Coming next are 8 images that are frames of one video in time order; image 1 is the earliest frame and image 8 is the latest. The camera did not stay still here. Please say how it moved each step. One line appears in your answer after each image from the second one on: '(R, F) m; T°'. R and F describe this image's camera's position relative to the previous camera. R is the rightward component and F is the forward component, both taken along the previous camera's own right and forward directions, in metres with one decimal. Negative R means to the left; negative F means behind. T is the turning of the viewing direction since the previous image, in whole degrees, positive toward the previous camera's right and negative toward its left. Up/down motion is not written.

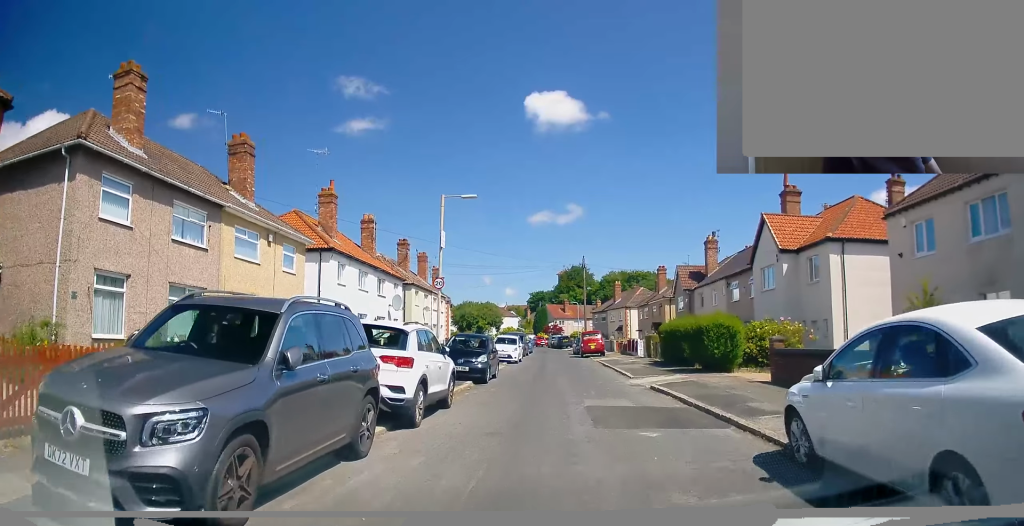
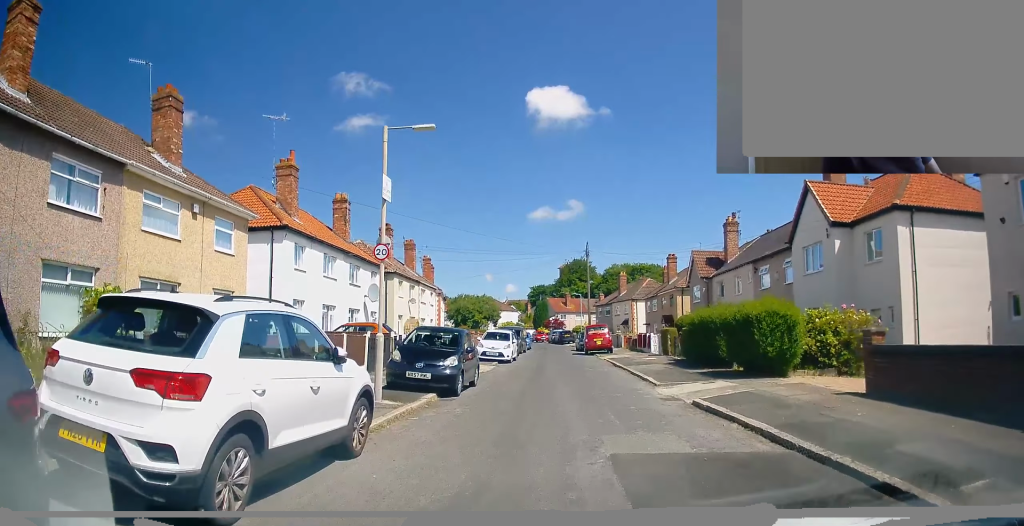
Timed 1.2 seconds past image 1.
(0.0, +5.1) m; -3°
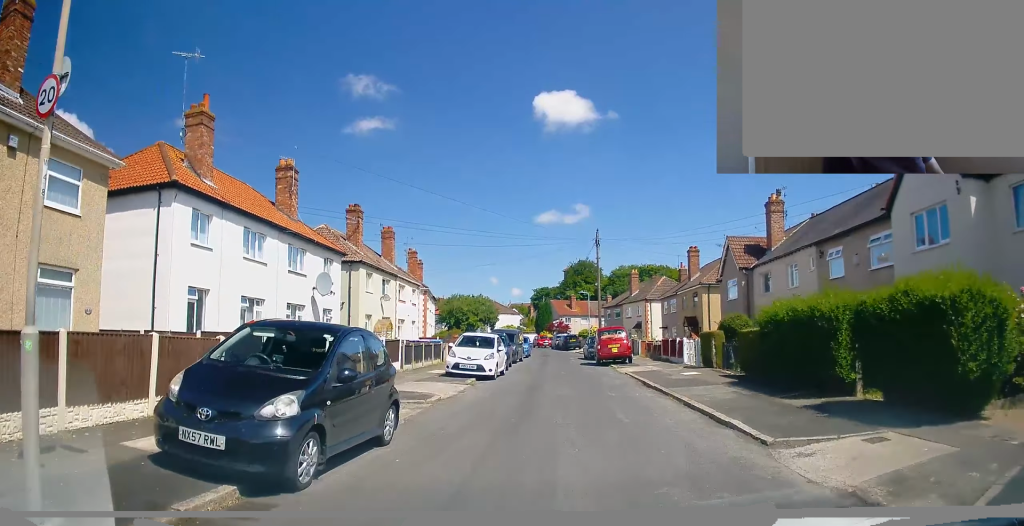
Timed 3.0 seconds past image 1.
(-0.4, +8.0) m; -1°
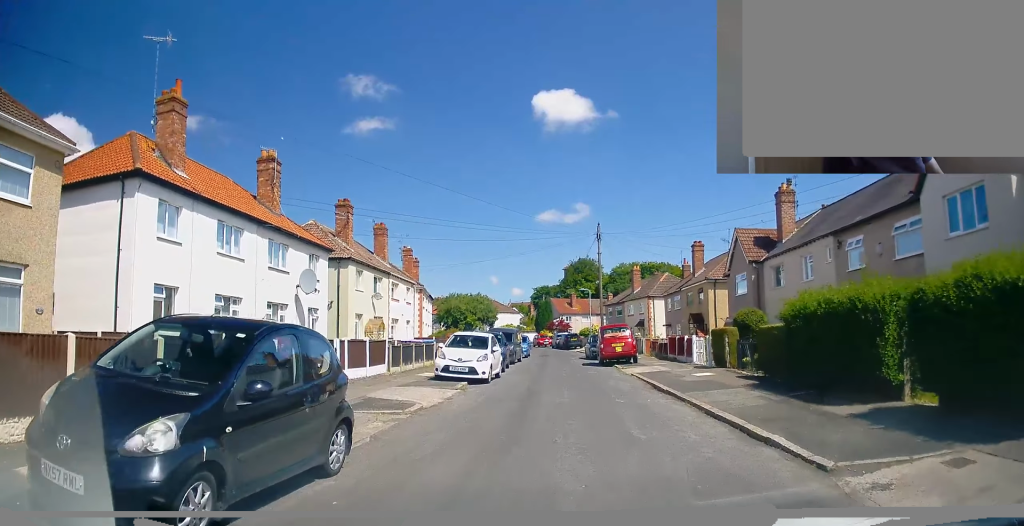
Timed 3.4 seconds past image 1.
(0.0, +1.8) m; +1°
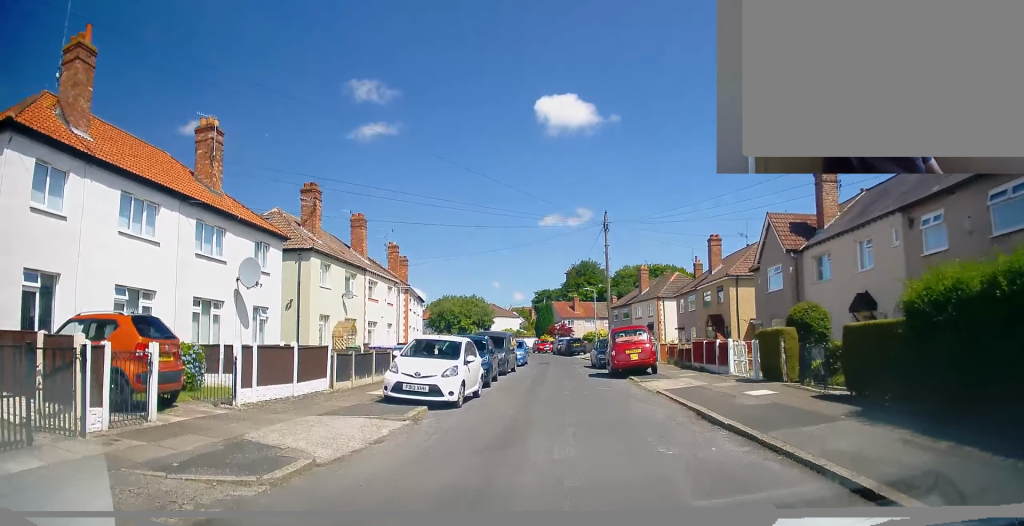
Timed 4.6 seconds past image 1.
(+0.1, +4.9) m; 0°
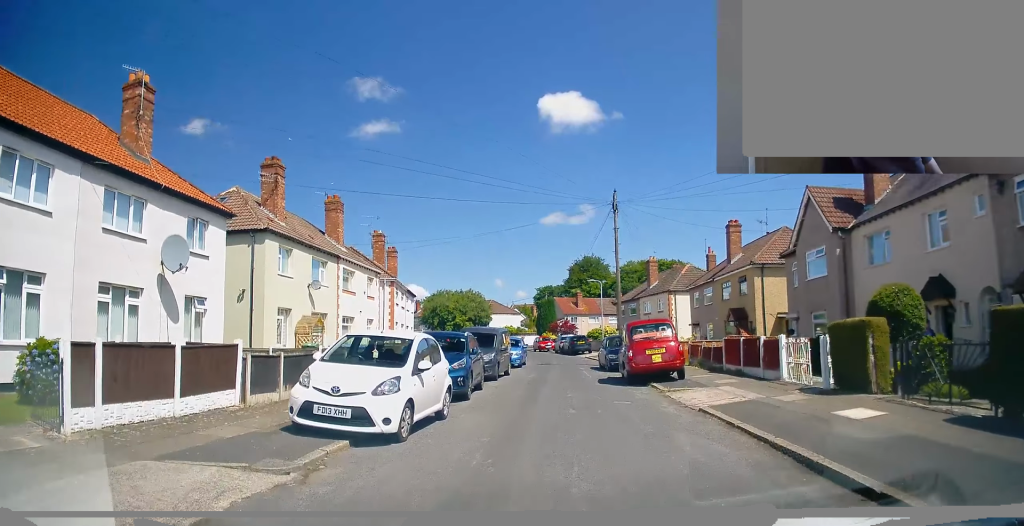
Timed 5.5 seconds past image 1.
(-0.1, +4.4) m; 0°
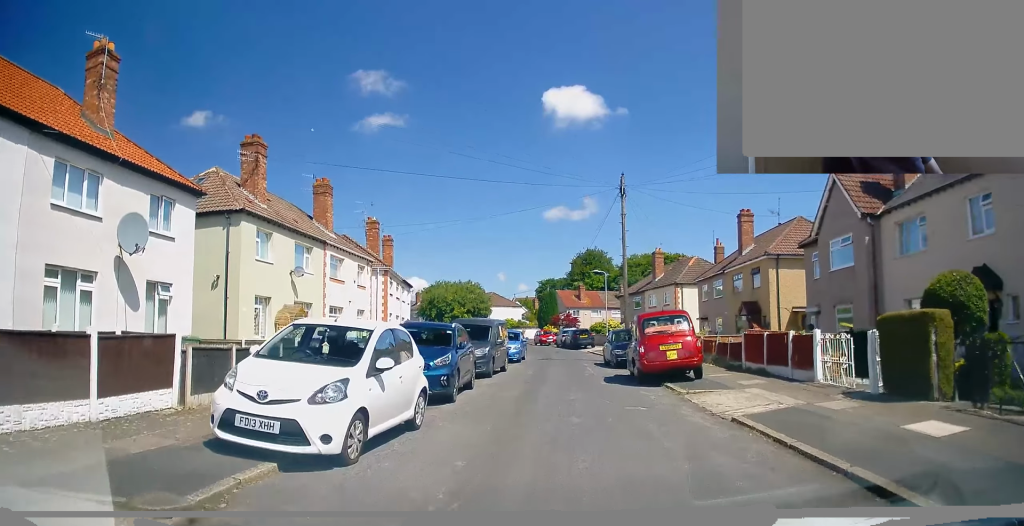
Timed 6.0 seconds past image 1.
(+0.1, +2.0) m; 0°
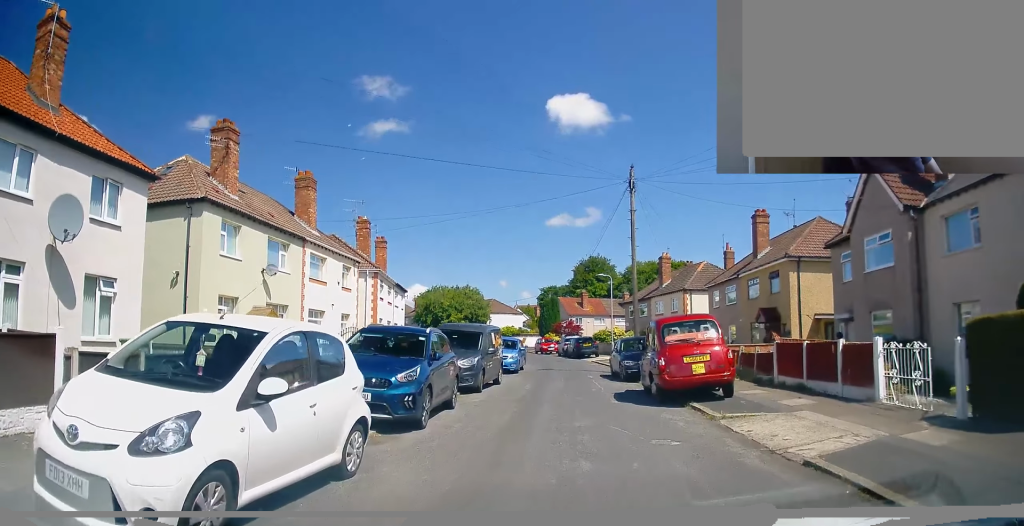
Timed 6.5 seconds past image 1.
(0.0, +2.7) m; -1°
